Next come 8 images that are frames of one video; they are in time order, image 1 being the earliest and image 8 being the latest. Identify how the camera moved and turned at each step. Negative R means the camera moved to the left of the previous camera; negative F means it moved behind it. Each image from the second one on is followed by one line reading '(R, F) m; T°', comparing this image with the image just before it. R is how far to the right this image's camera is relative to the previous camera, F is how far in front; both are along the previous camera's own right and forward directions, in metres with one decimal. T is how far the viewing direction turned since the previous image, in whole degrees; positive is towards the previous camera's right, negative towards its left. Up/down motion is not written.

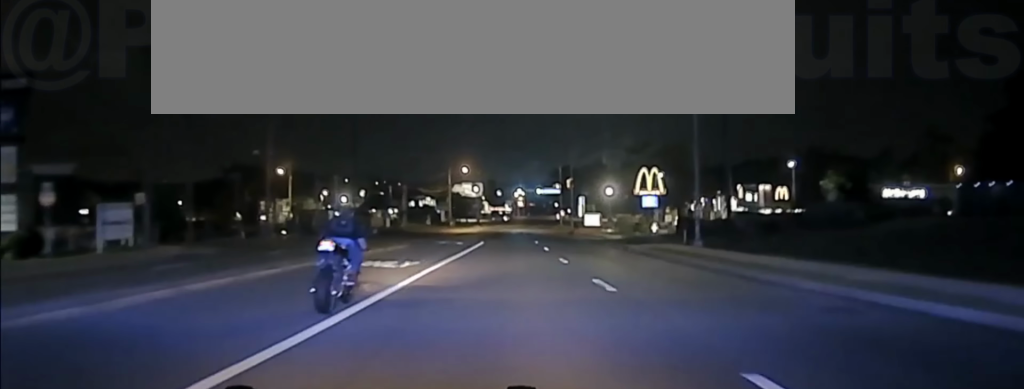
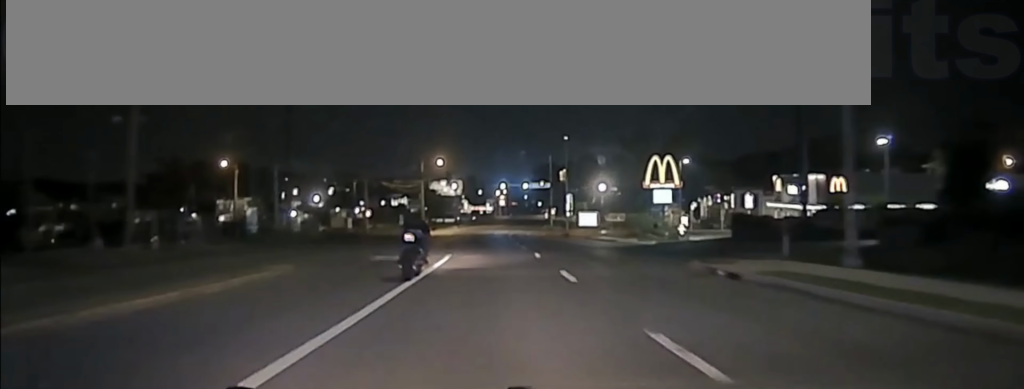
(0.0, +21.3) m; -1°
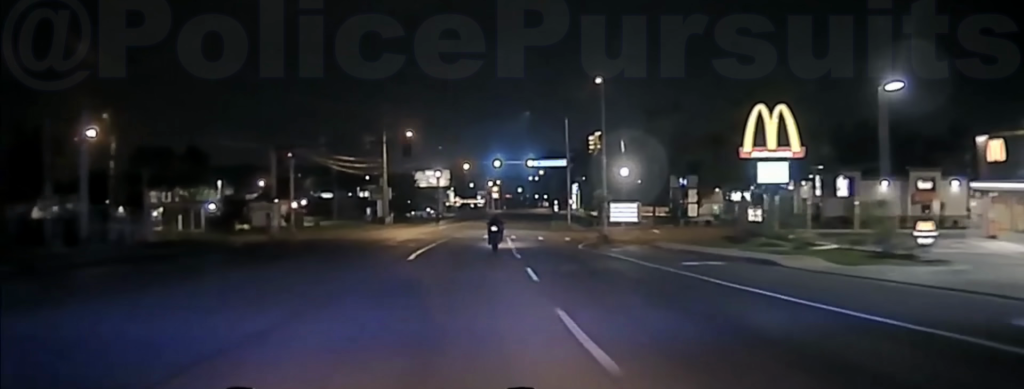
(-0.5, +40.6) m; 0°
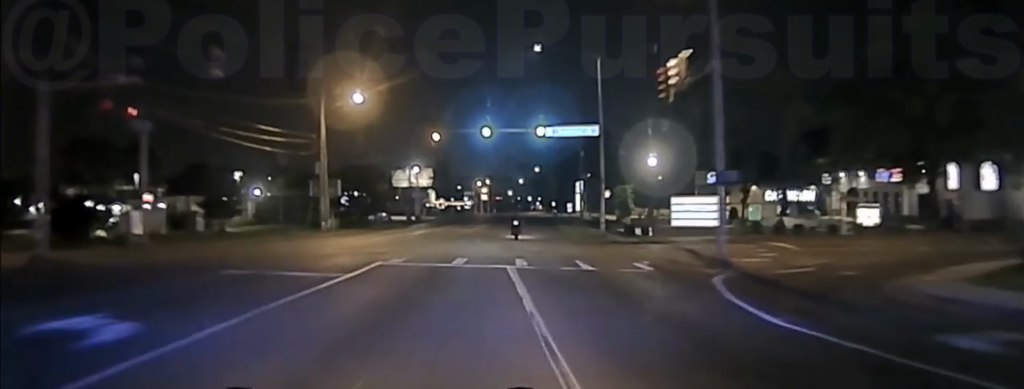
(+0.6, +32.9) m; +1°
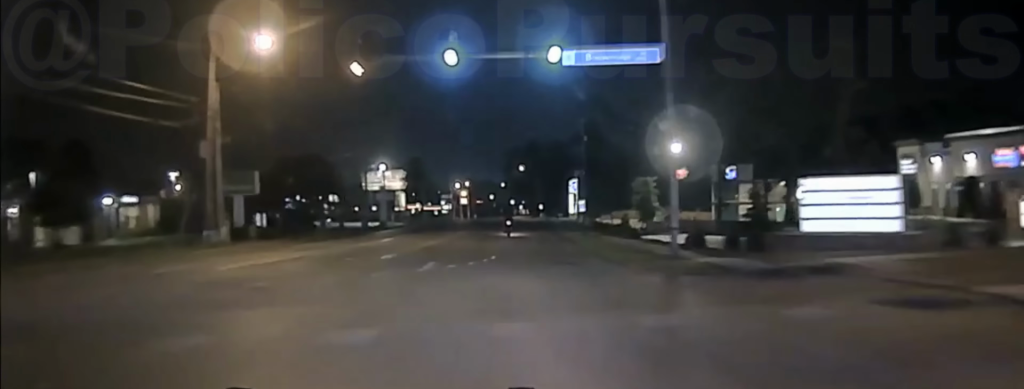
(-0.4, +24.5) m; +1°
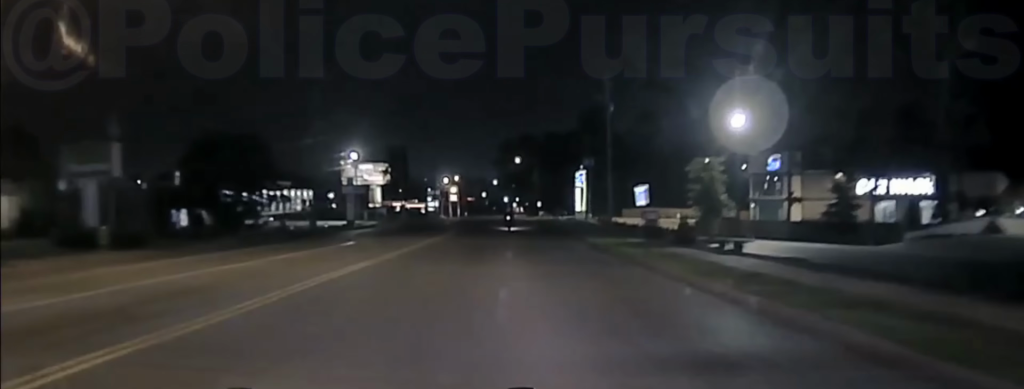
(+0.7, +23.8) m; +1°
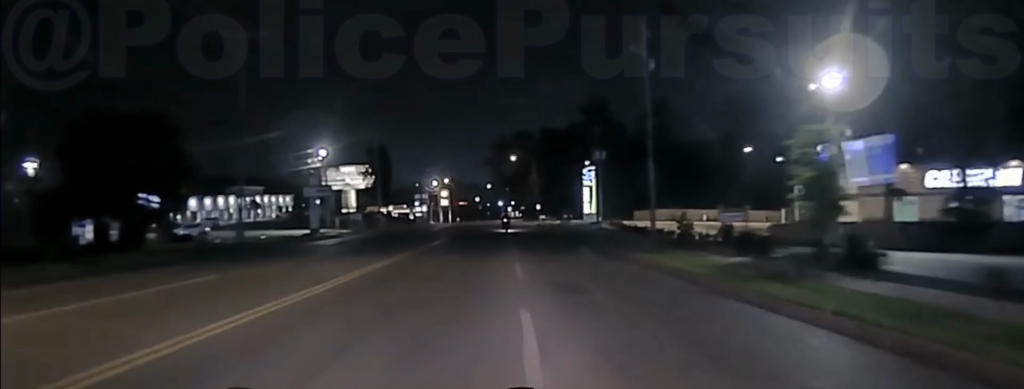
(+0.1, +18.6) m; 0°
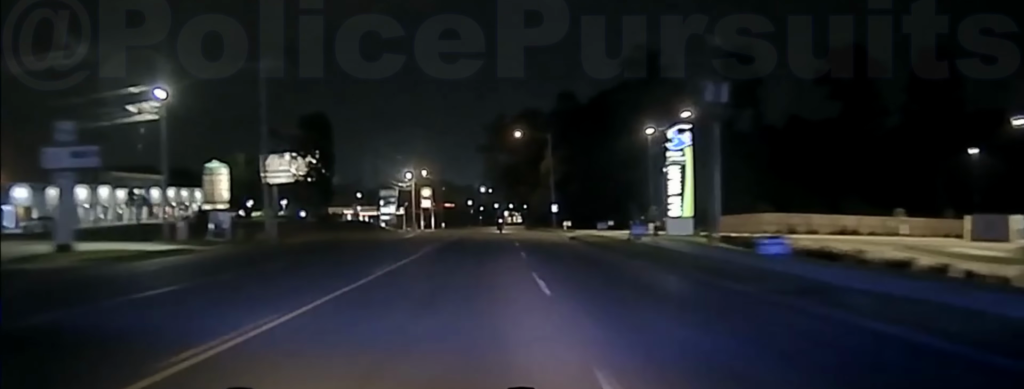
(-0.9, +53.2) m; -2°
